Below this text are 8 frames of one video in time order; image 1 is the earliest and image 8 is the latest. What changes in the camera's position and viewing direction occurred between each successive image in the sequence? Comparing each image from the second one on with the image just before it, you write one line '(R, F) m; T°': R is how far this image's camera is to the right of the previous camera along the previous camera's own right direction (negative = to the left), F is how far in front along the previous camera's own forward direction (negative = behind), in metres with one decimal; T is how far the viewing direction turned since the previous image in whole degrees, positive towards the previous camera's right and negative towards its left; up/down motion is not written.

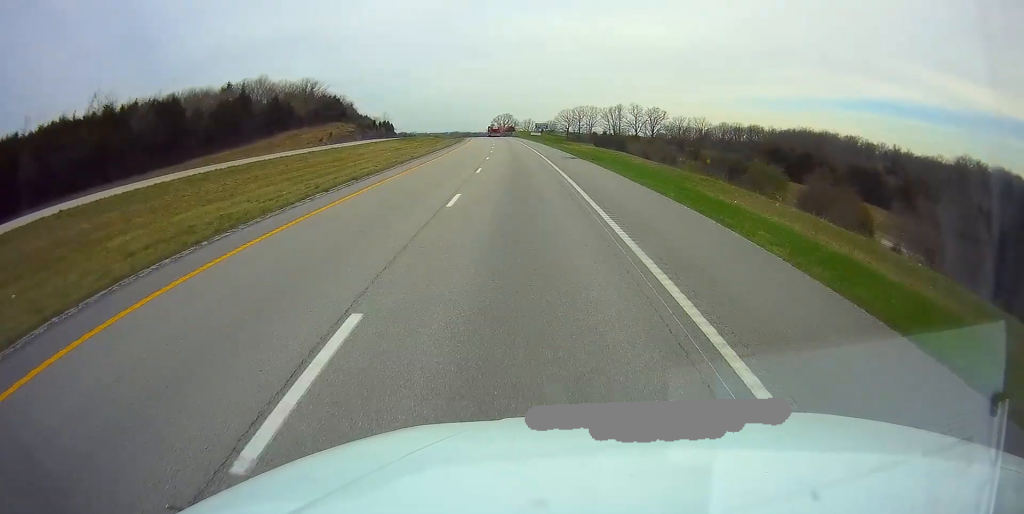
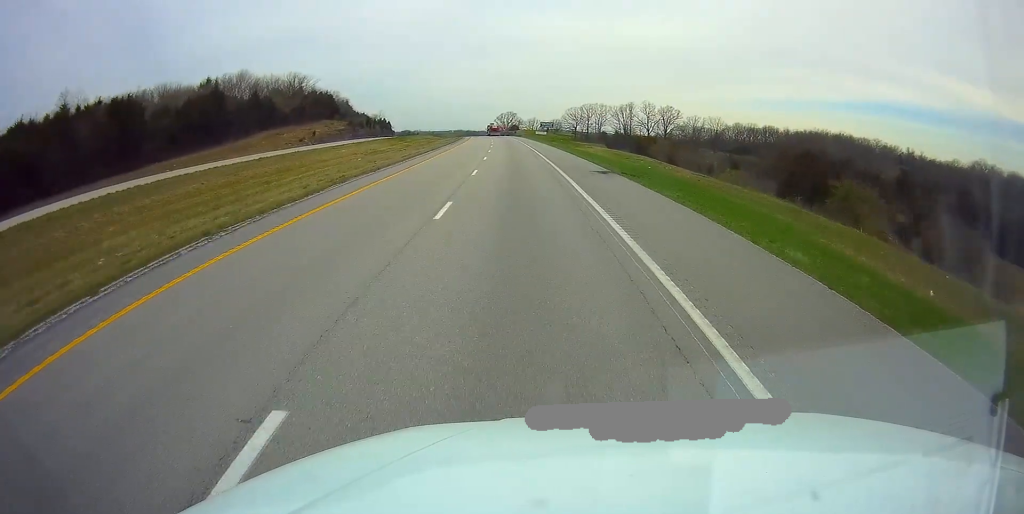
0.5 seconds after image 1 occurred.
(-0.1, +14.4) m; -1°
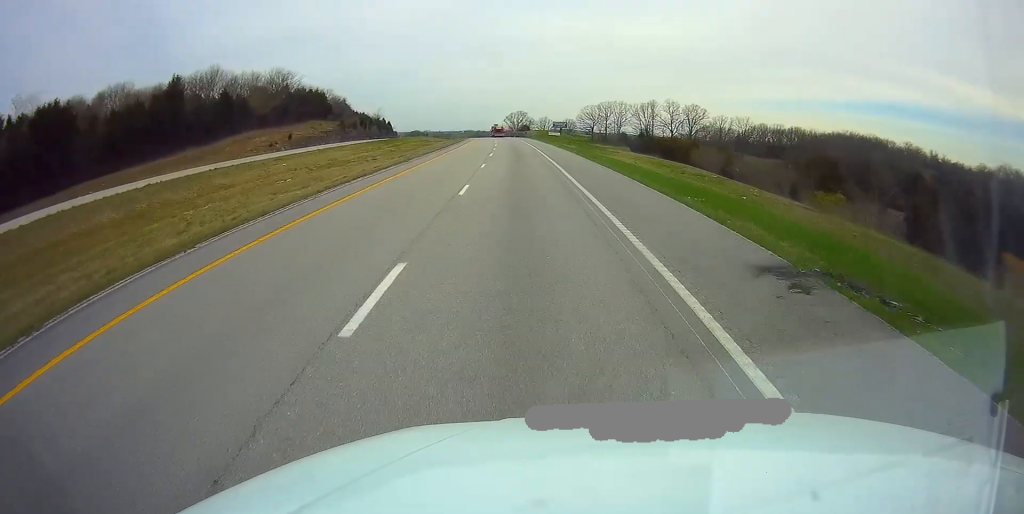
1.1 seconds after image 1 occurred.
(-0.2, +19.6) m; -1°
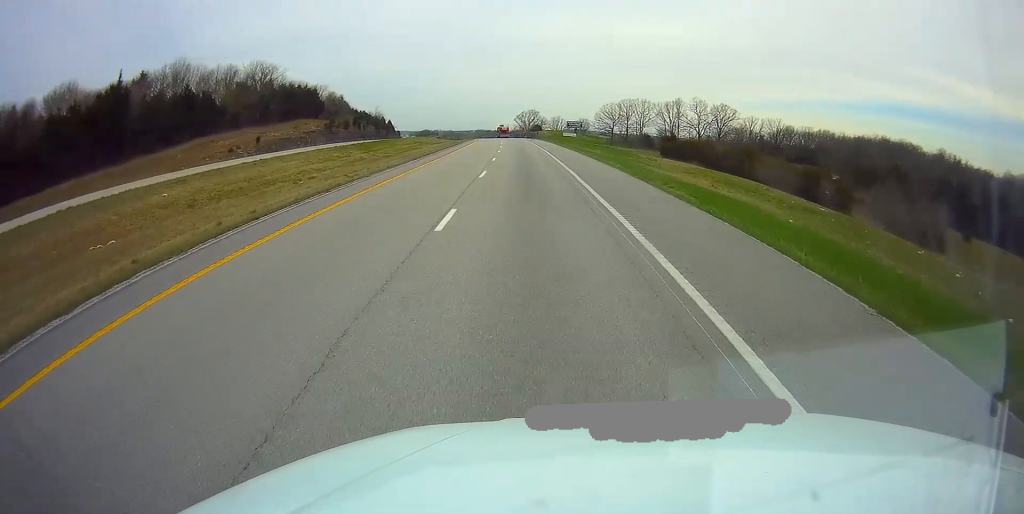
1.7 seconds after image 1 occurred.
(0.0, +18.6) m; -1°
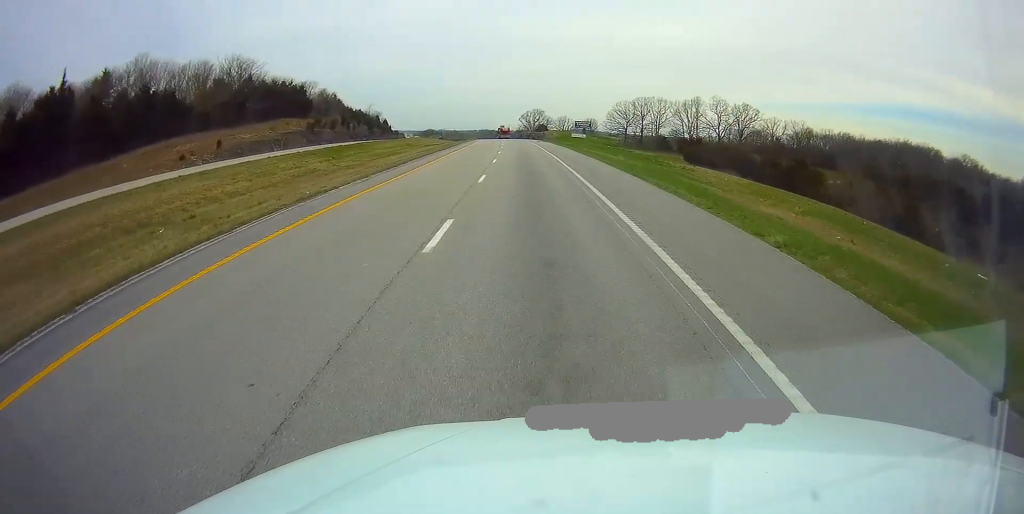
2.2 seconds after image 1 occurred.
(-0.2, +14.5) m; 0°
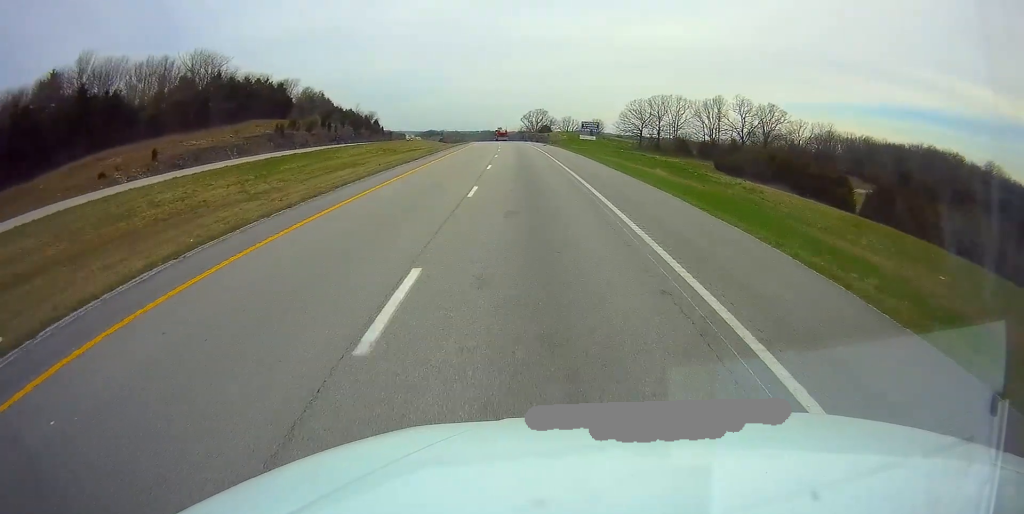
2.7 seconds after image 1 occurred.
(-0.2, +16.5) m; 0°
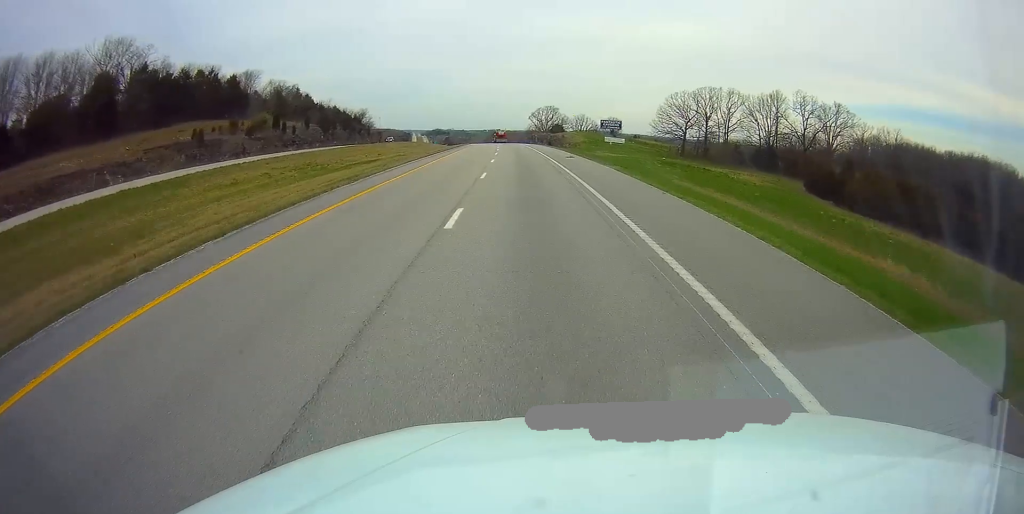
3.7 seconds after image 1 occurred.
(+0.2, +29.8) m; -1°
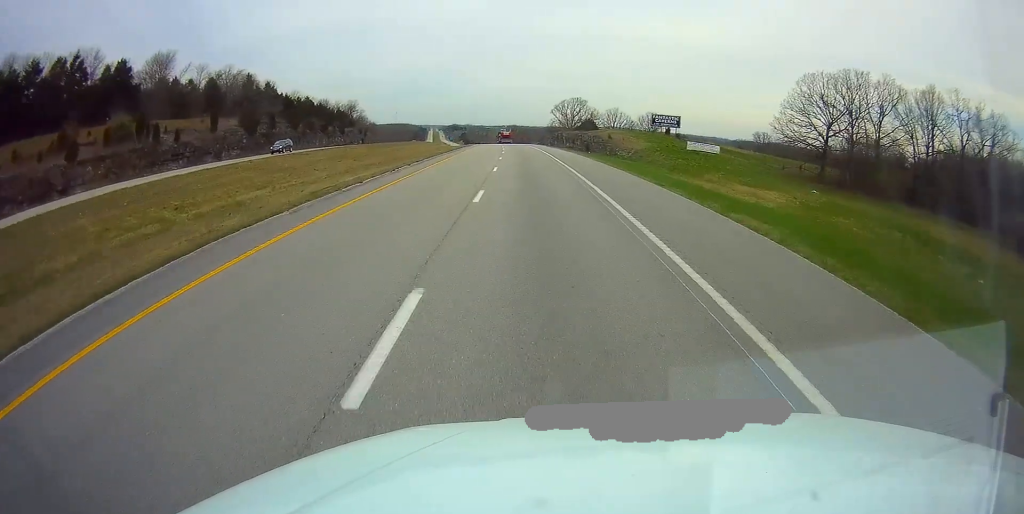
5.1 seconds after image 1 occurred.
(-1.1, +44.4) m; -2°
